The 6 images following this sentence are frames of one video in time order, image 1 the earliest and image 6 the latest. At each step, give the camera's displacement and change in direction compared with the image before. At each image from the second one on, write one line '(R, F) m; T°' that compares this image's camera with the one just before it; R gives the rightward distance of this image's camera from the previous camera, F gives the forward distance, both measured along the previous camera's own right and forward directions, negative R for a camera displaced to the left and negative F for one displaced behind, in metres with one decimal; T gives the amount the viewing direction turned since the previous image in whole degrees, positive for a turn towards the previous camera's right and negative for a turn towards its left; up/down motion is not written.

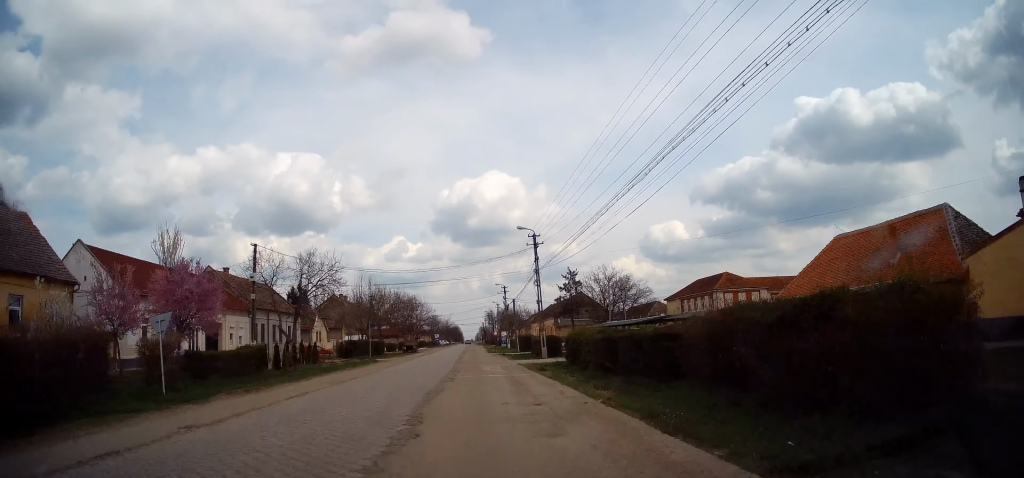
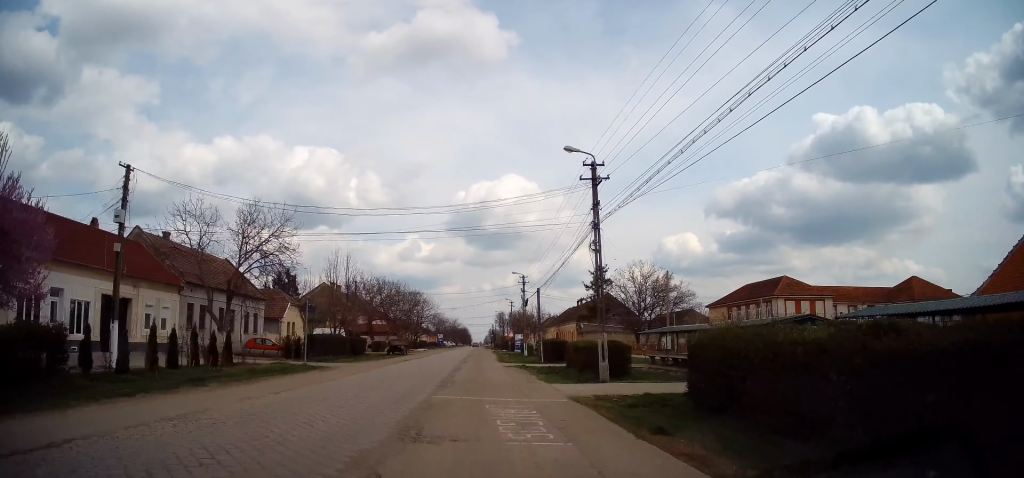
(-0.1, +14.8) m; 0°
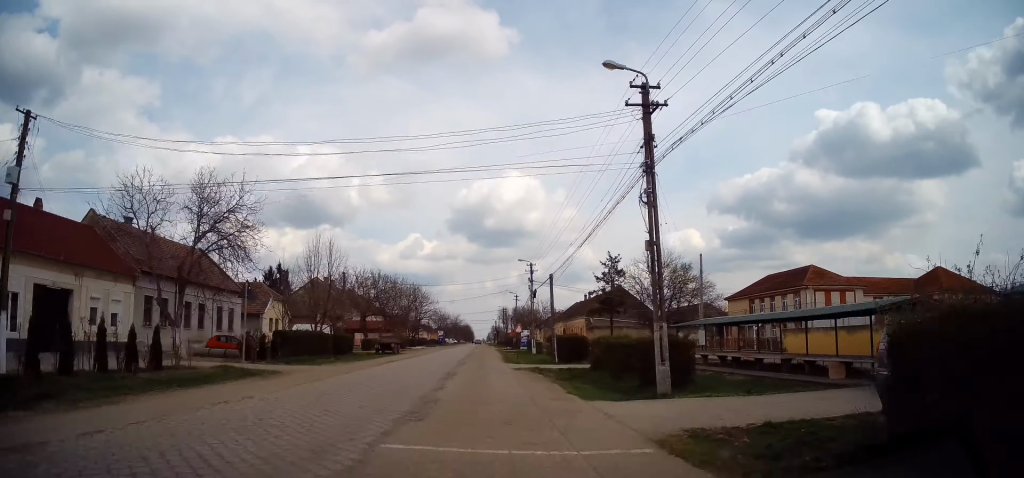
(0.0, +5.9) m; 0°
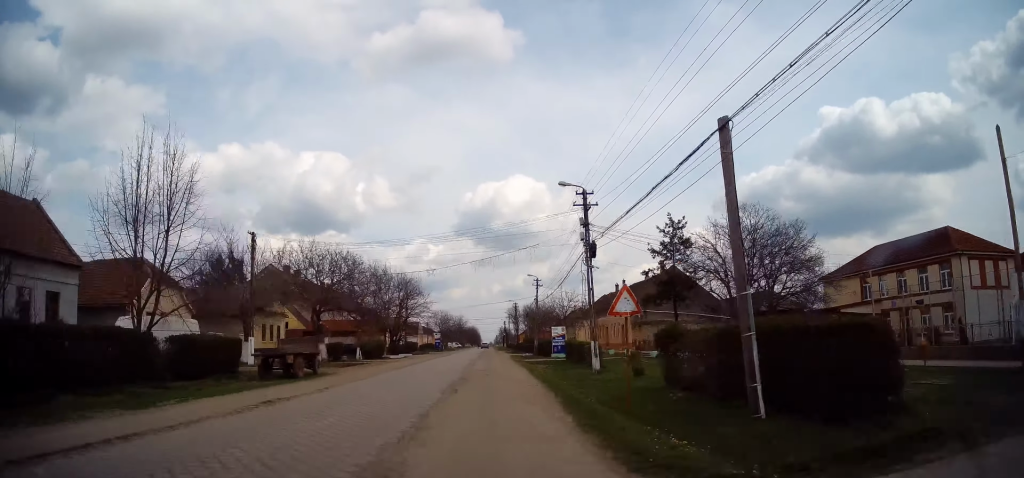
(+0.1, +23.9) m; 0°
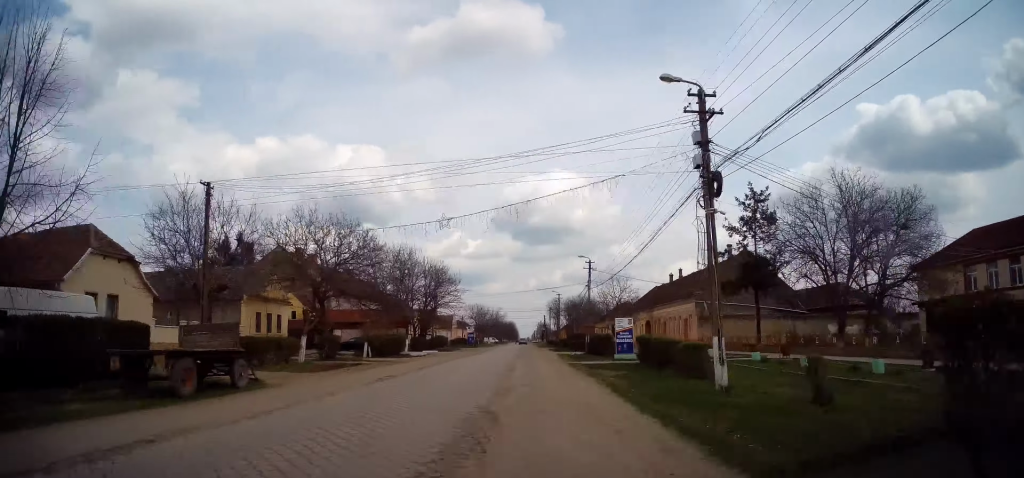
(0.0, +9.9) m; -3°
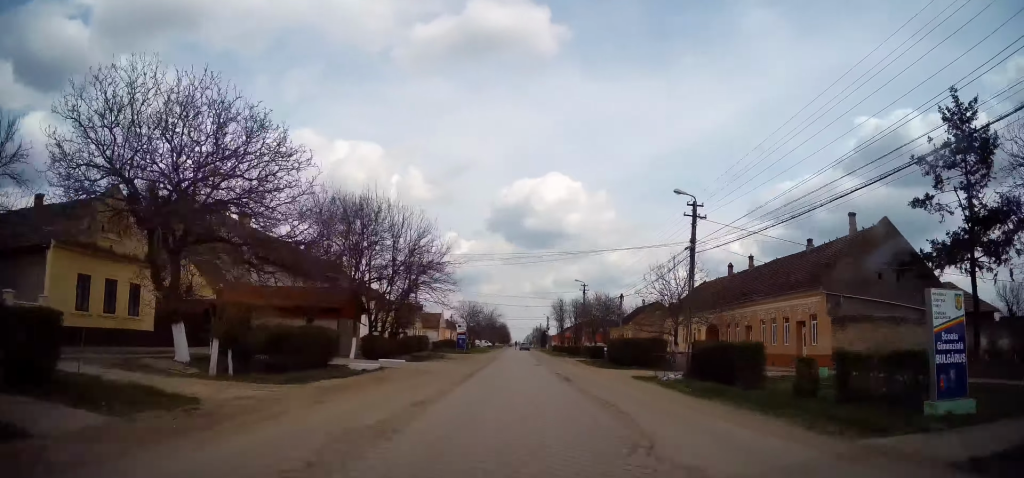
(-1.7, +23.0) m; -2°
